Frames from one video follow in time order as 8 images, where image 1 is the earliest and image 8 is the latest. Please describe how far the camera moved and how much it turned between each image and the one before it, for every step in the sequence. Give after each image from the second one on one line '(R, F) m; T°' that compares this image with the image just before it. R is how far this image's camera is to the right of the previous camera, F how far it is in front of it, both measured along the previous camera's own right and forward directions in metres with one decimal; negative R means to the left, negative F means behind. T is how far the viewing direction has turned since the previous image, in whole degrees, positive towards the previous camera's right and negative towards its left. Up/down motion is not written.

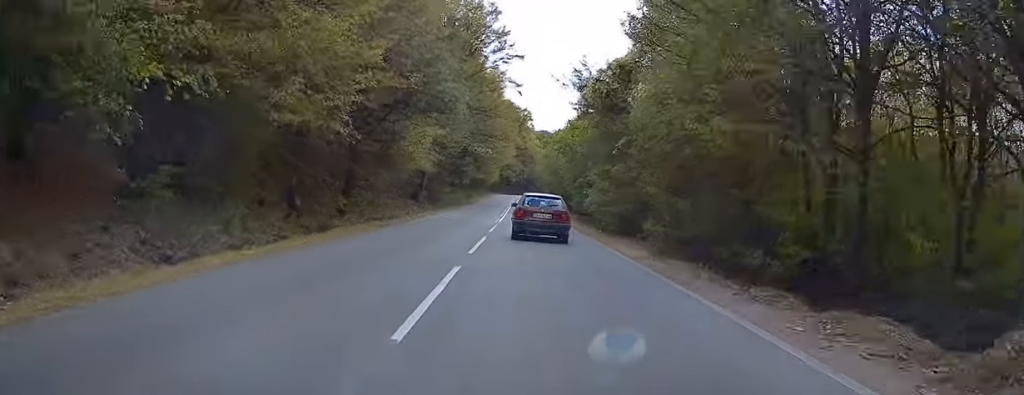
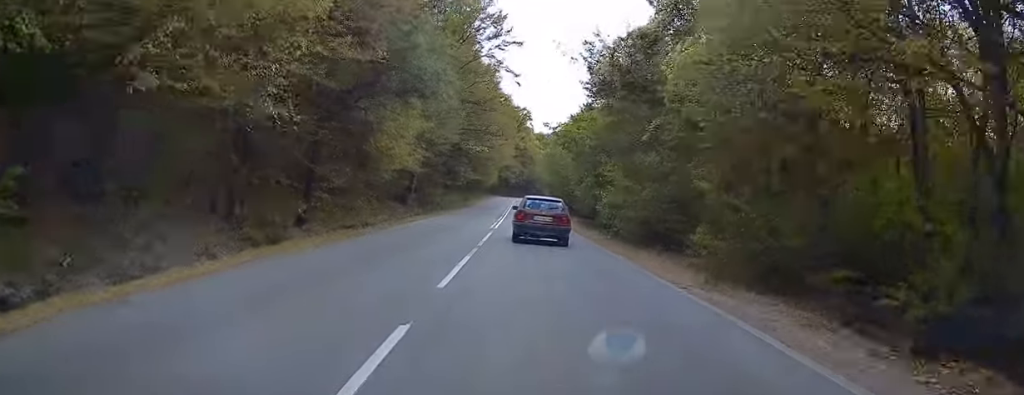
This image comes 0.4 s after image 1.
(+0.1, +5.2) m; 0°
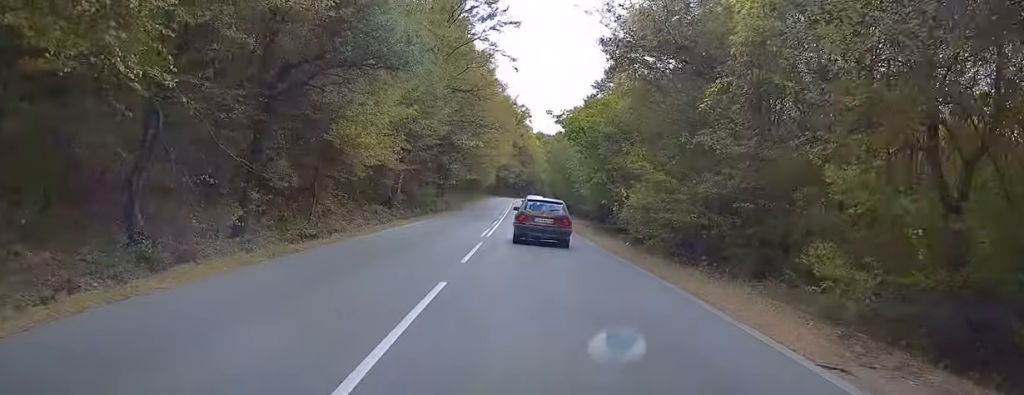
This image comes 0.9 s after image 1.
(0.0, +5.2) m; 0°
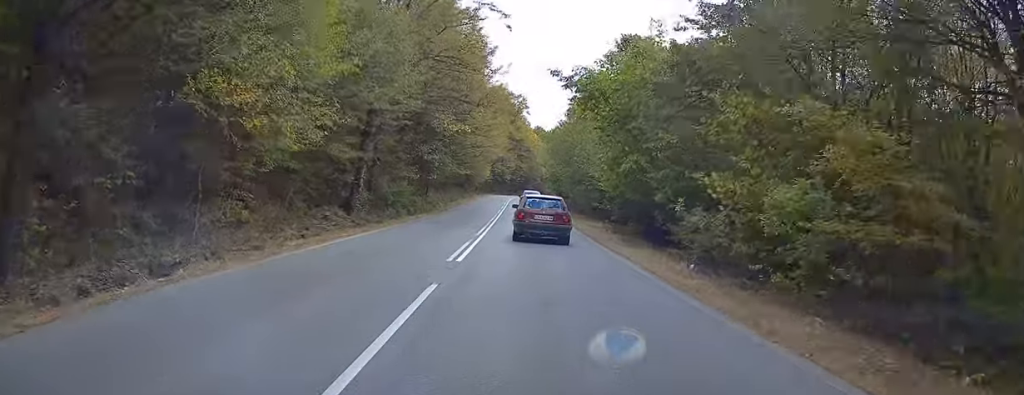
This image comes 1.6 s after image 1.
(-0.3, +9.4) m; 0°
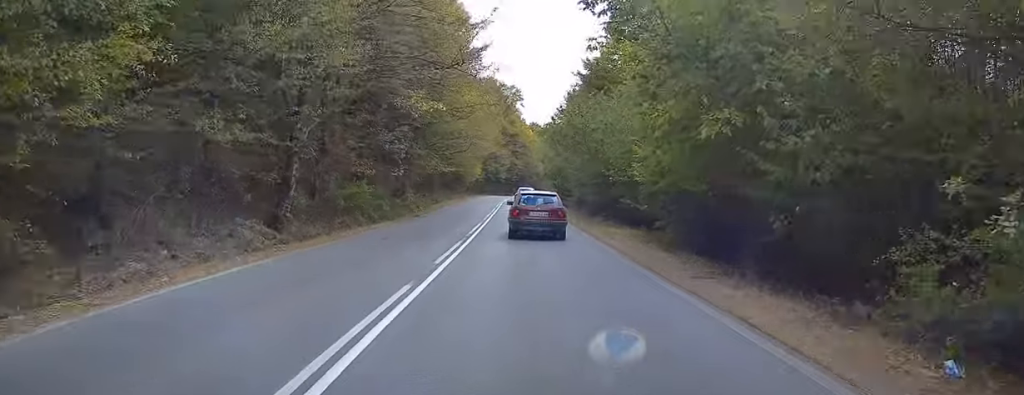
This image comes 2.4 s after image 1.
(+0.3, +9.5) m; +1°
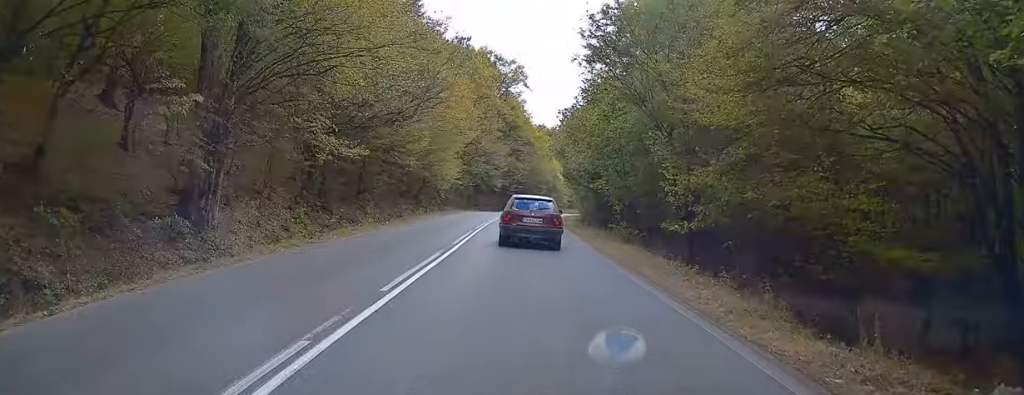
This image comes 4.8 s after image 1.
(-0.2, +30.4) m; -1°
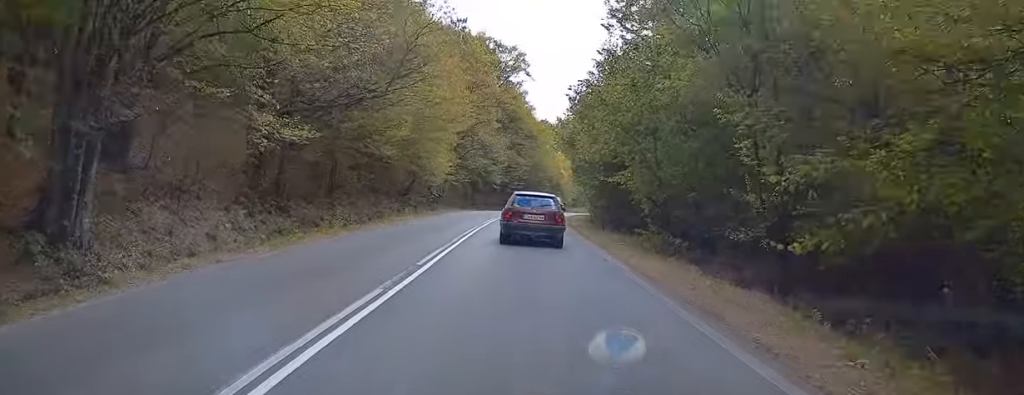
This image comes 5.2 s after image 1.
(0.0, +6.0) m; 0°
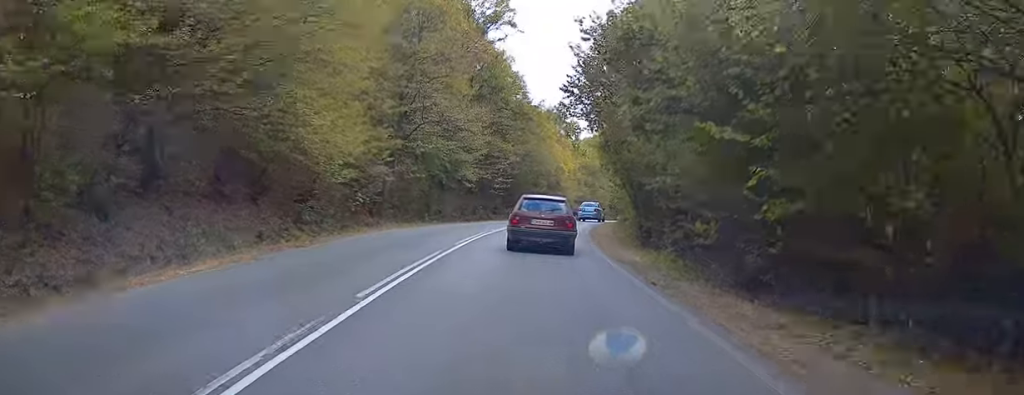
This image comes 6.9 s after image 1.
(0.0, +21.9) m; 0°
